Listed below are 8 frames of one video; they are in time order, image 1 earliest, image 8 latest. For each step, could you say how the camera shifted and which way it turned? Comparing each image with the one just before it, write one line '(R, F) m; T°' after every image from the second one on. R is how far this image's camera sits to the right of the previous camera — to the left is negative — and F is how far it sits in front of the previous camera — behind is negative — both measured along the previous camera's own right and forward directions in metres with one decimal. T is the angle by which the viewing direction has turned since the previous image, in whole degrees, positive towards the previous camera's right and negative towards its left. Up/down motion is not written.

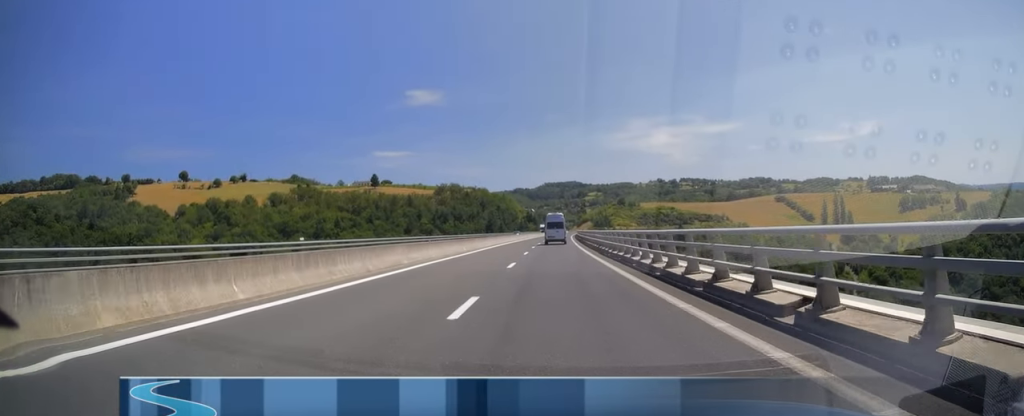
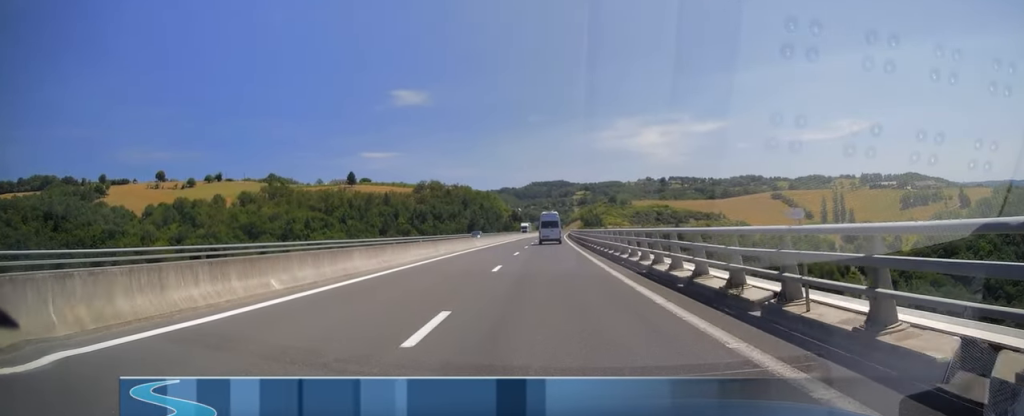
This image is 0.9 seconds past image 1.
(0.0, +27.8) m; 0°
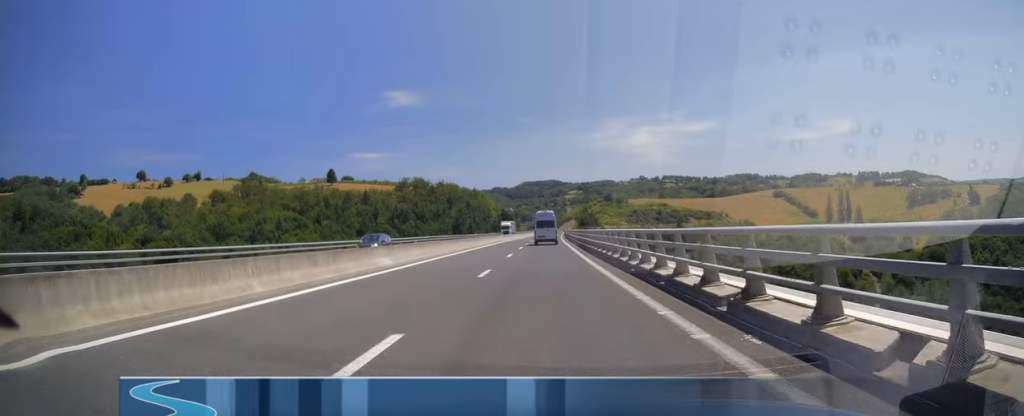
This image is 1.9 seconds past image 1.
(0.0, +27.9) m; +1°
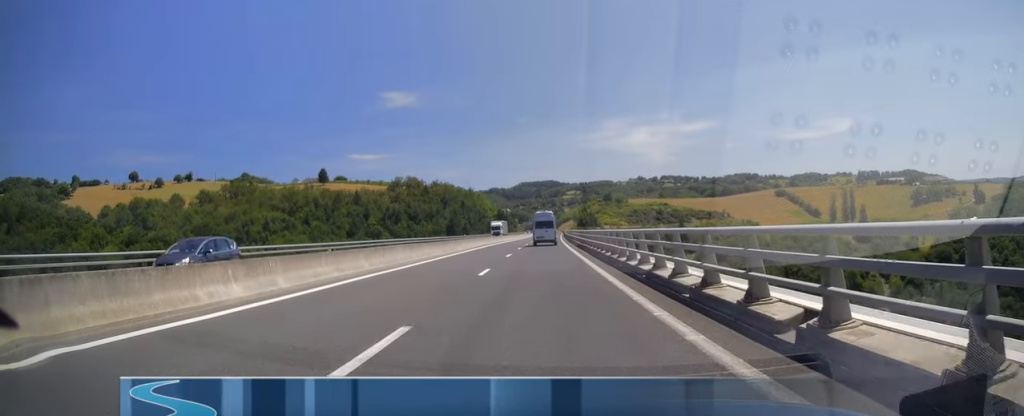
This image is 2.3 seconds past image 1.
(-0.2, +12.2) m; +1°
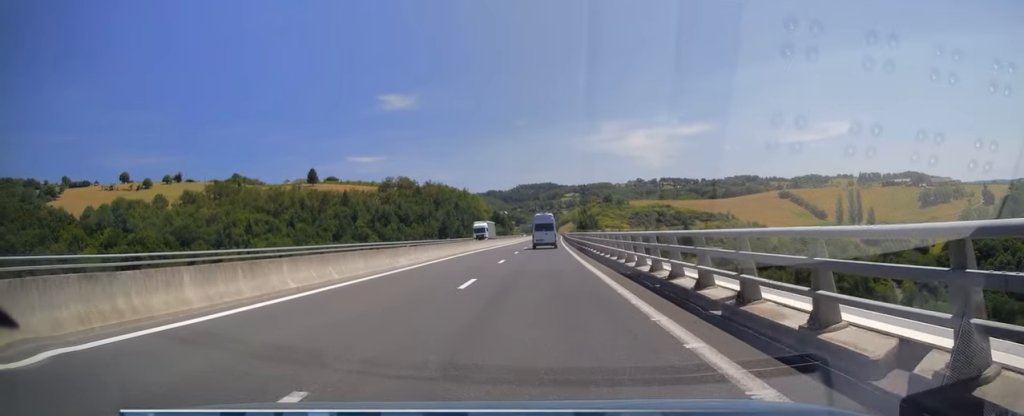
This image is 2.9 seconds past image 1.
(+0.5, +16.8) m; +1°
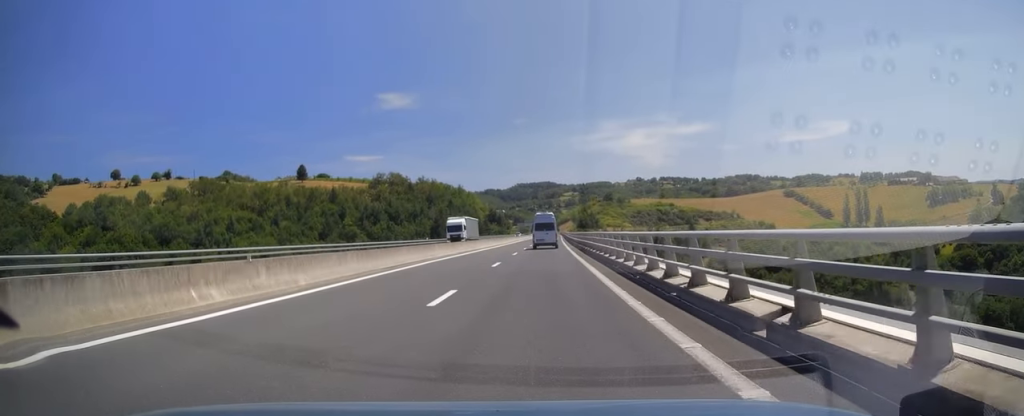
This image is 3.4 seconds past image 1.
(+0.3, +16.3) m; +1°
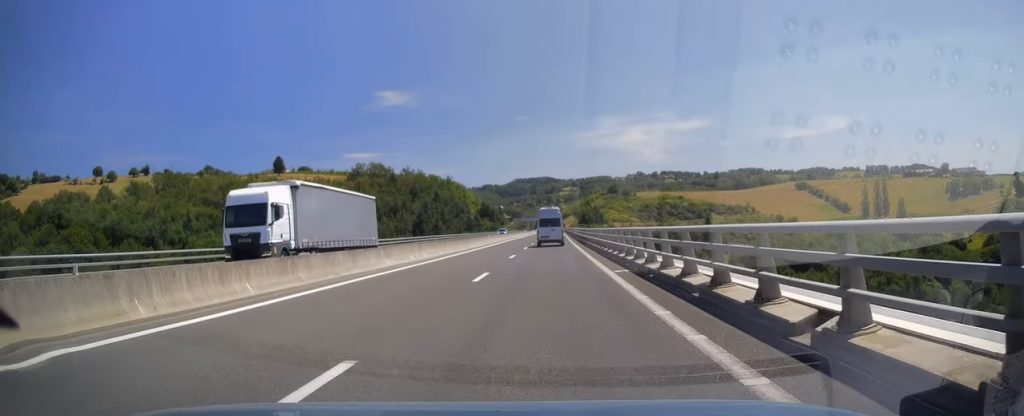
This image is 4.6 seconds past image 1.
(+0.1, +34.5) m; +1°
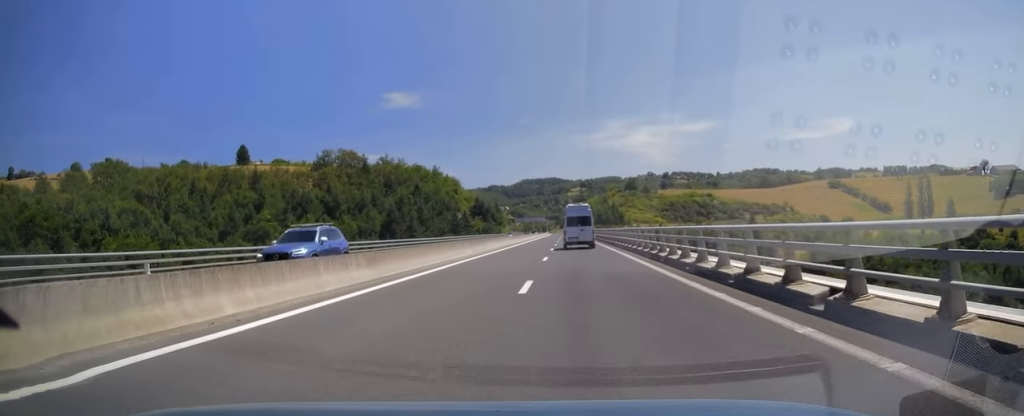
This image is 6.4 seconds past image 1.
(-0.2, +55.1) m; -1°
